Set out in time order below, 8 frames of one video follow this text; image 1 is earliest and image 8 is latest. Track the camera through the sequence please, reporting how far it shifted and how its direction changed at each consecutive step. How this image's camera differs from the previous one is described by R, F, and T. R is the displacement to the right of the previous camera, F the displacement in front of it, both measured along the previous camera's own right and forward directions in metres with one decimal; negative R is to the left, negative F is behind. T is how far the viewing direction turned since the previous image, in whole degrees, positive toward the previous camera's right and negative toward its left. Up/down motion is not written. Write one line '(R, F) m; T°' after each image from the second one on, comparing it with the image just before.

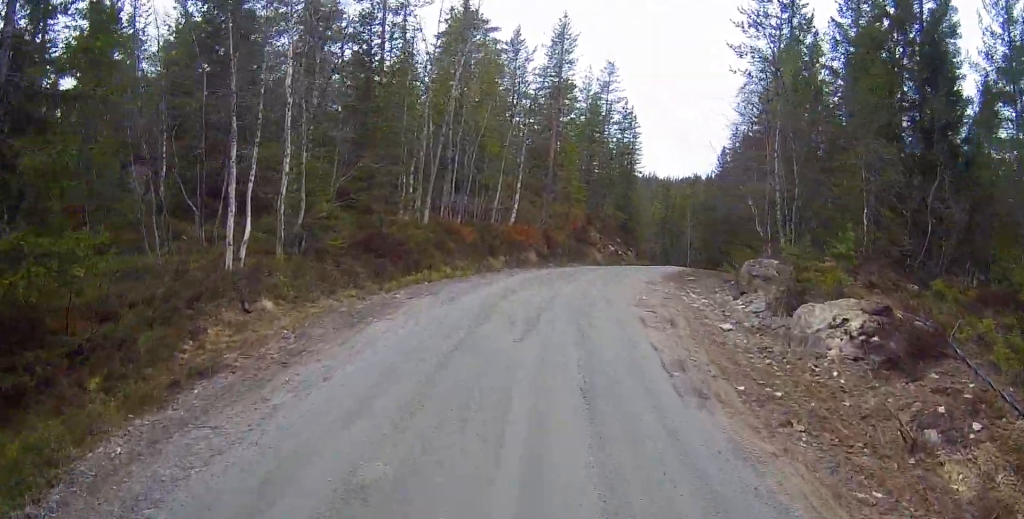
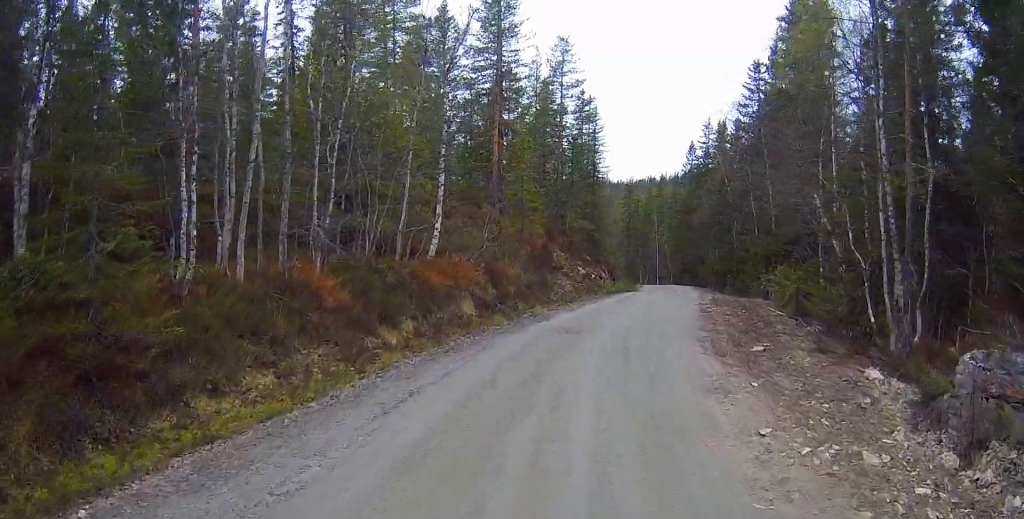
(+0.7, +10.3) m; +8°
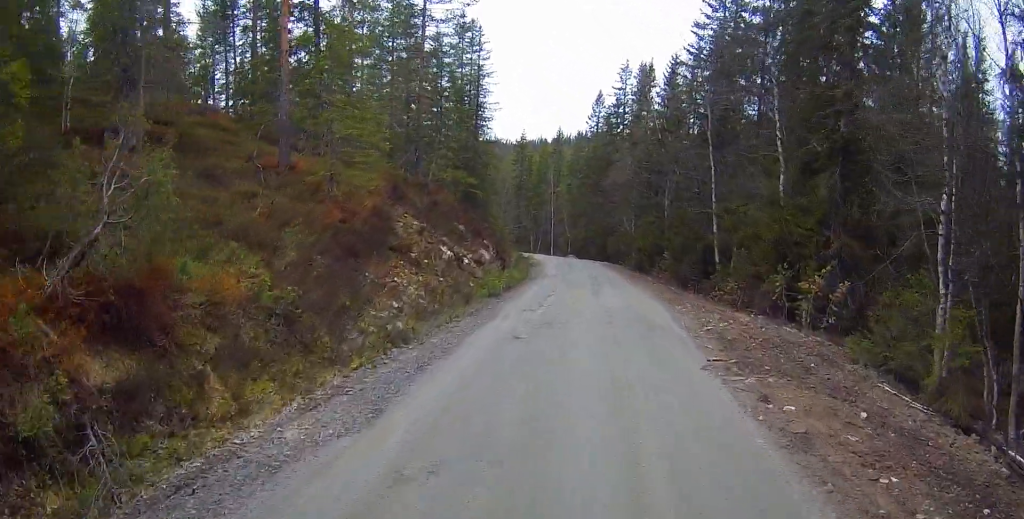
(+1.0, +13.6) m; +6°
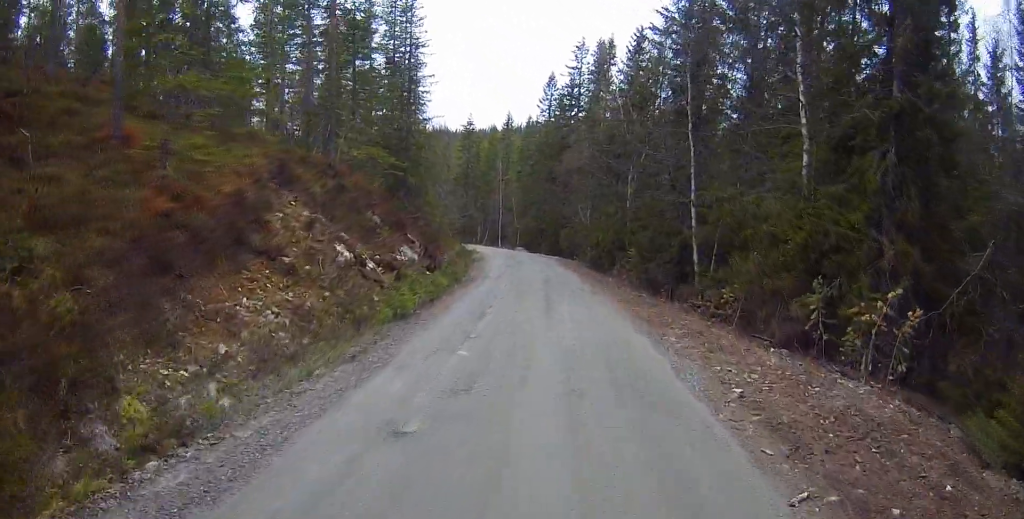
(-0.1, +5.2) m; +1°
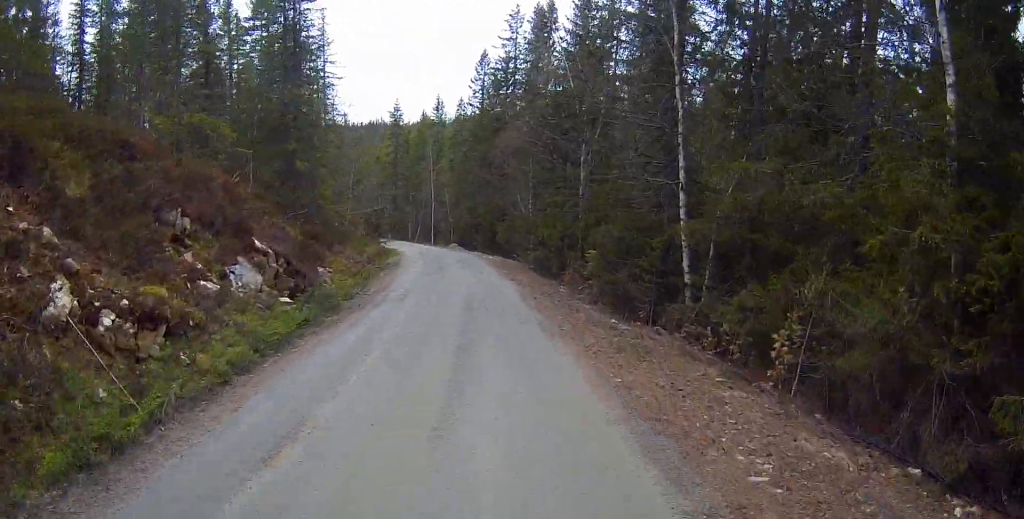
(+0.3, +7.2) m; +5°
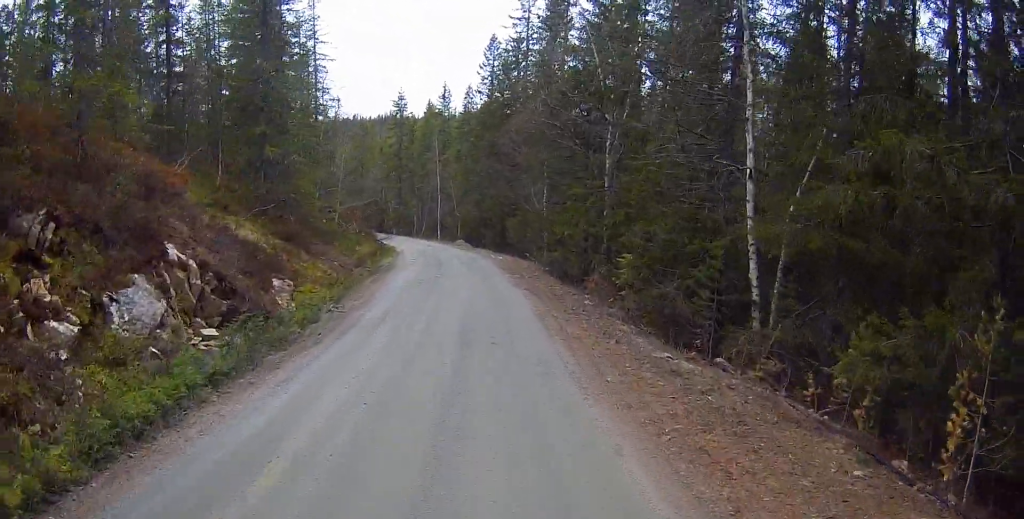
(+0.2, +3.9) m; +2°
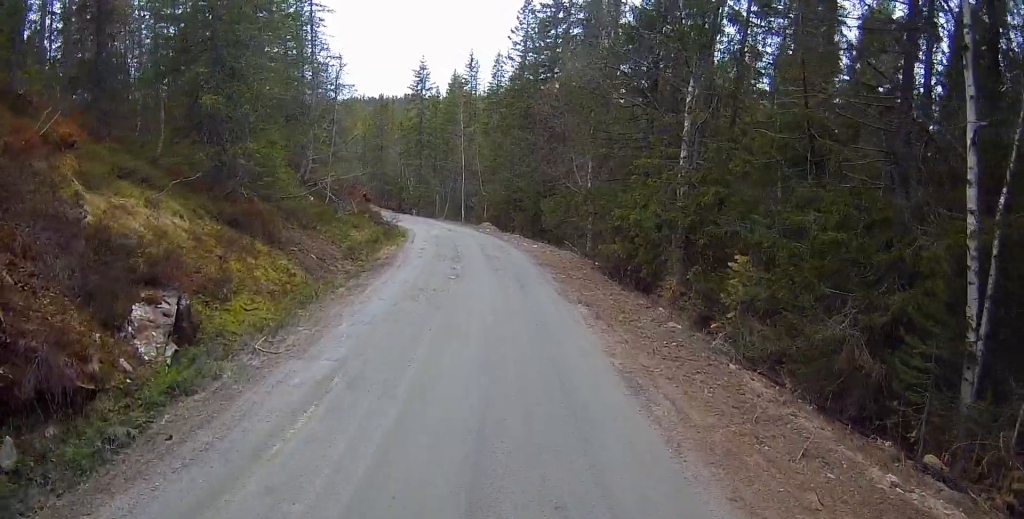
(+0.1, +5.8) m; -1°
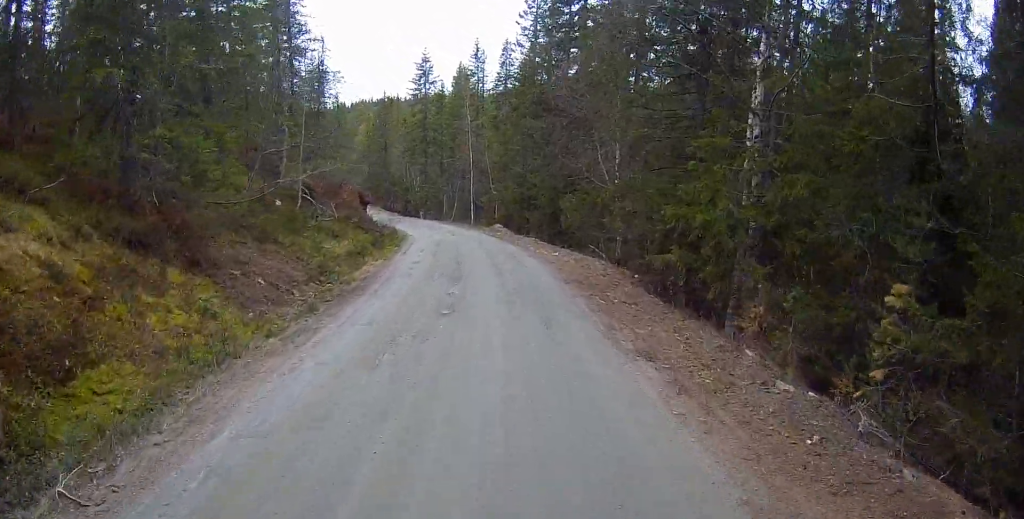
(0.0, +4.3) m; -3°
